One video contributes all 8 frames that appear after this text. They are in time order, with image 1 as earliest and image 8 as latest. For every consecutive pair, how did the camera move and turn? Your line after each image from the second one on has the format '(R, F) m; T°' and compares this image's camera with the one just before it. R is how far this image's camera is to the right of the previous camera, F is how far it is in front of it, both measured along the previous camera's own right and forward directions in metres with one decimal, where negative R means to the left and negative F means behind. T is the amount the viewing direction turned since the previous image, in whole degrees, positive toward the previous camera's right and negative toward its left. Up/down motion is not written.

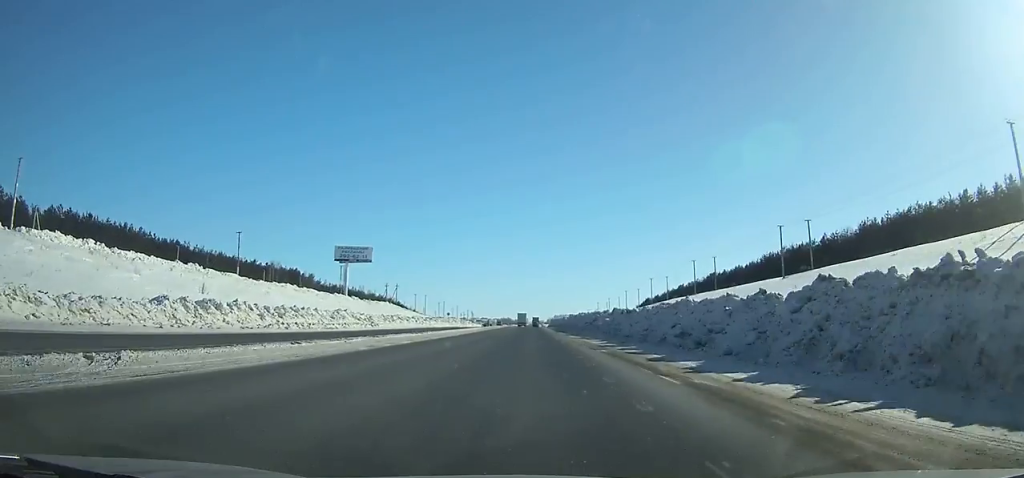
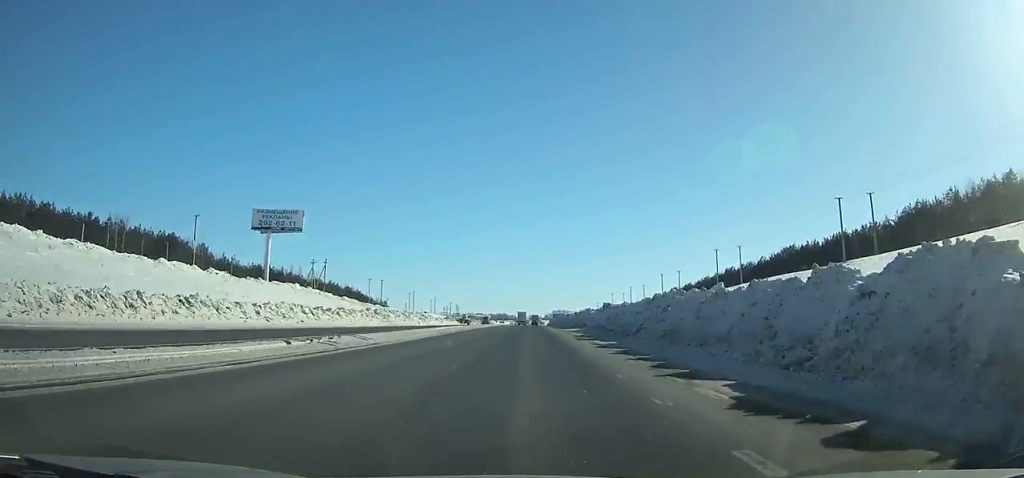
(0.0, +70.4) m; 0°
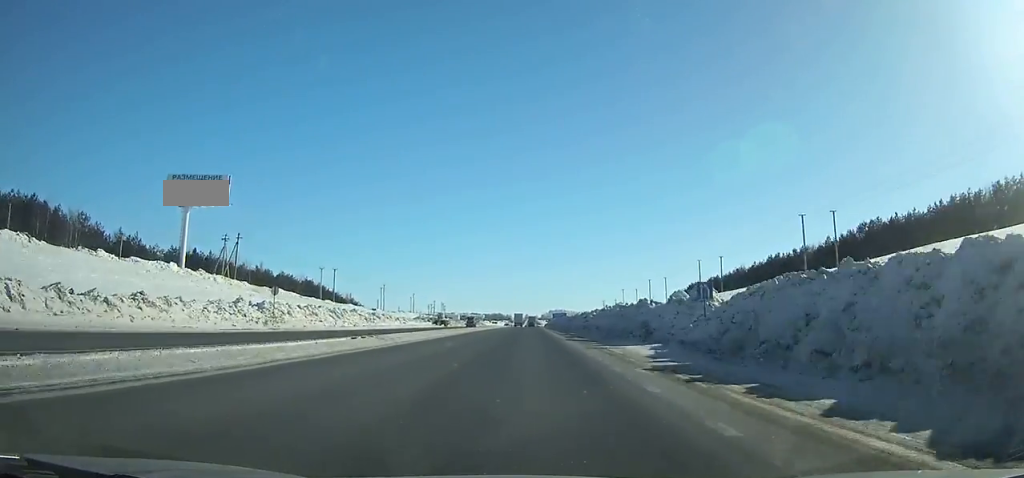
(0.0, +41.5) m; 0°
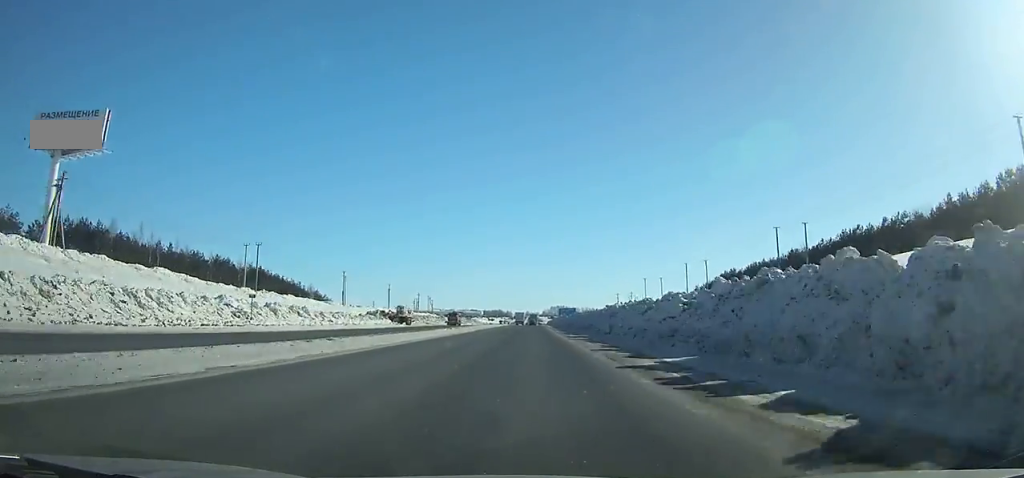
(0.0, +41.3) m; 0°
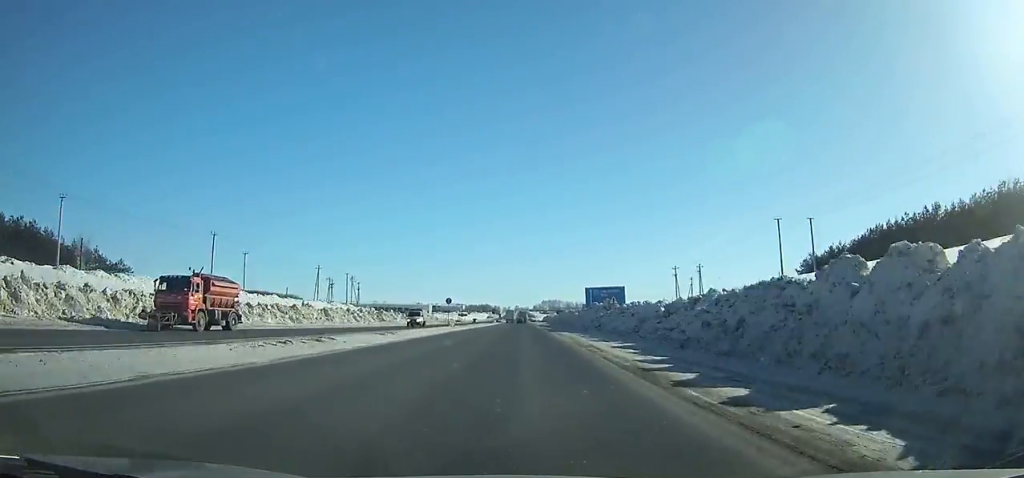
(+0.9, +107.7) m; +1°
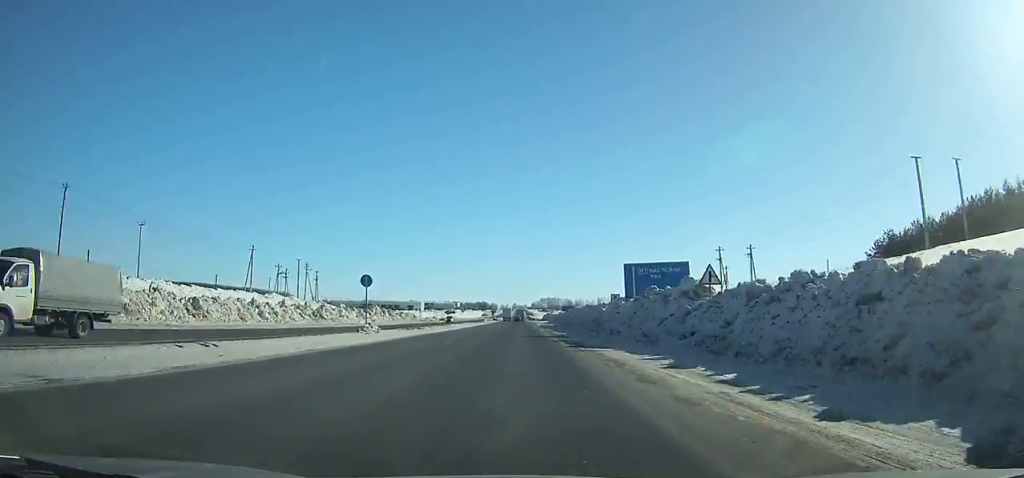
(+0.1, +31.7) m; 0°
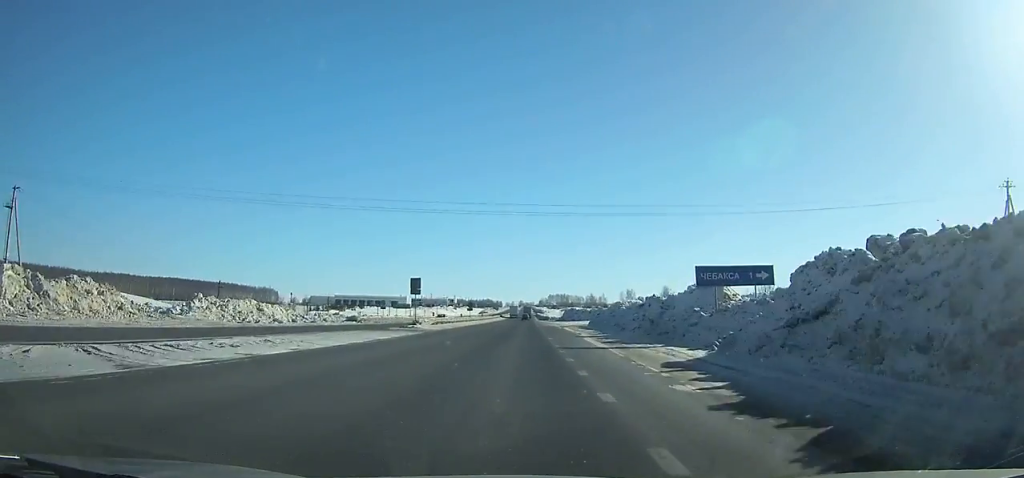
(-0.4, +90.1) m; -1°
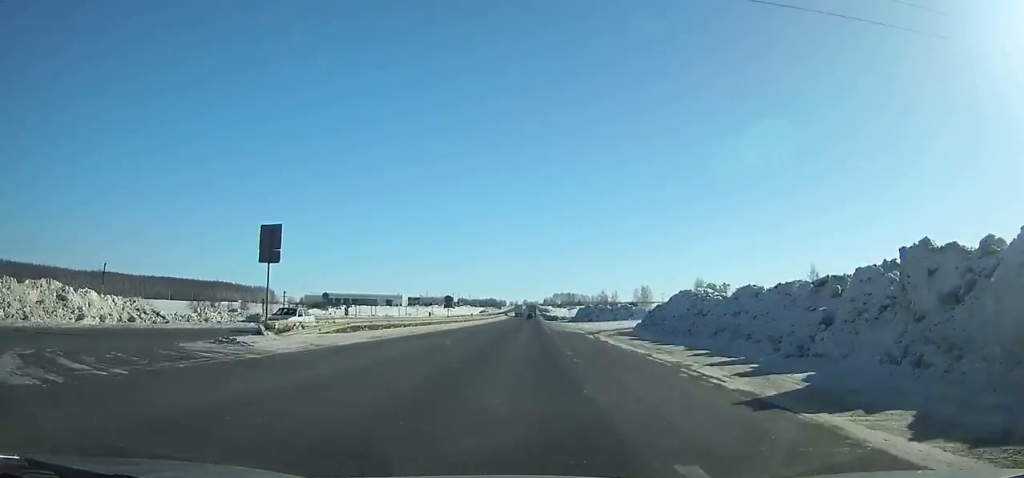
(-0.1, +28.8) m; 0°
